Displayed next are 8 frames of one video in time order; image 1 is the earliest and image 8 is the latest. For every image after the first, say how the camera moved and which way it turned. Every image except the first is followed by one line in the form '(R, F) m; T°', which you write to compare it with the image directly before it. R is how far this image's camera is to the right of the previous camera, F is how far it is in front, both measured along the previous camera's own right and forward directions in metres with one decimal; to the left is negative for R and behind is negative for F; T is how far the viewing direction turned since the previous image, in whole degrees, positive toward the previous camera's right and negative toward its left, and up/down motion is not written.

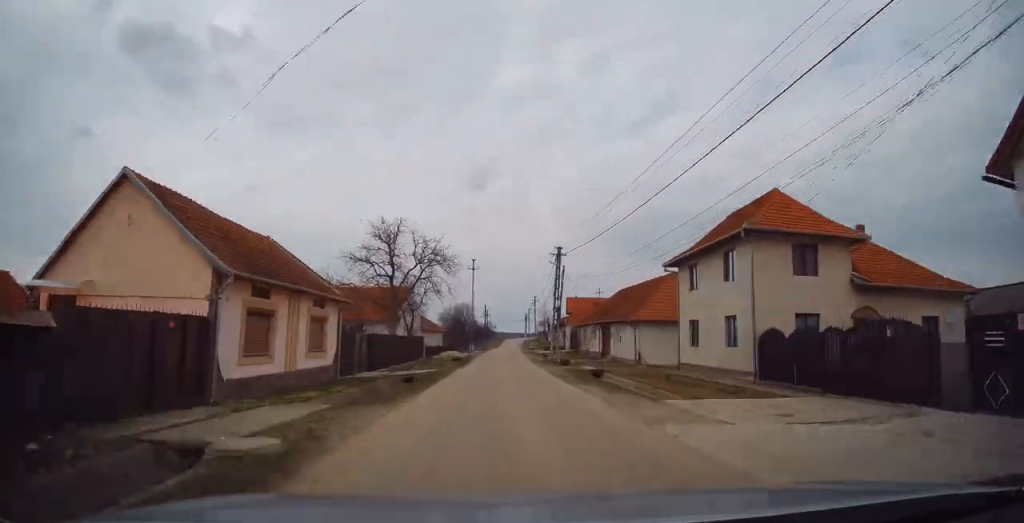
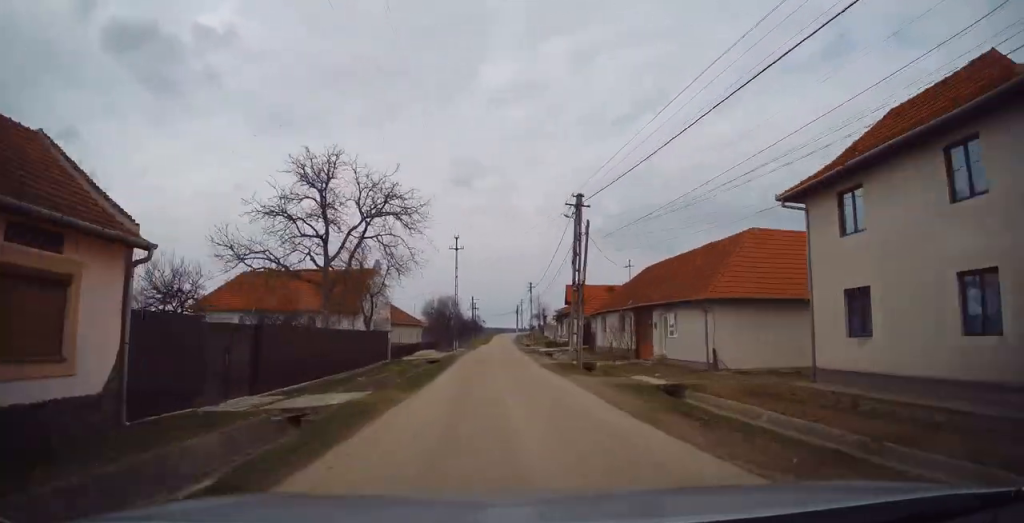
(+0.1, +13.3) m; 0°
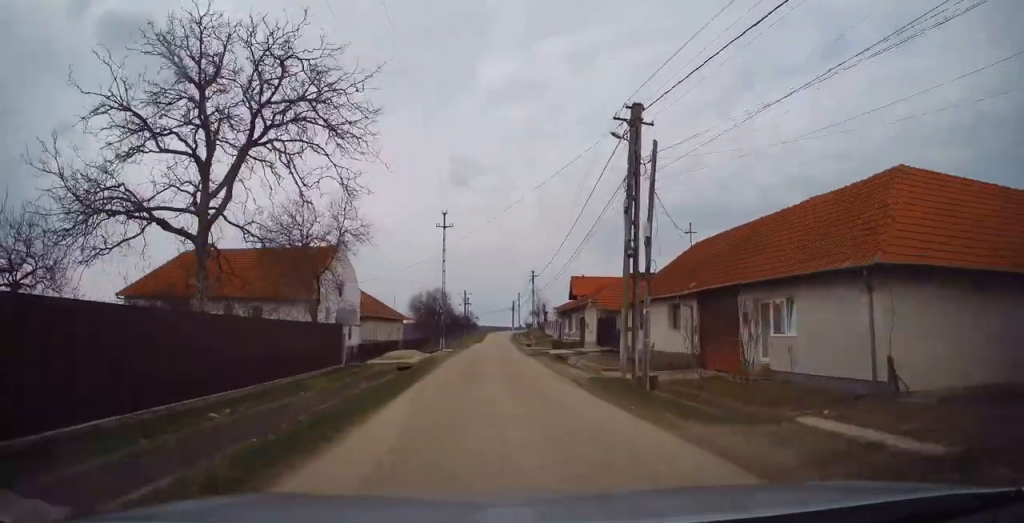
(0.0, +10.7) m; 0°
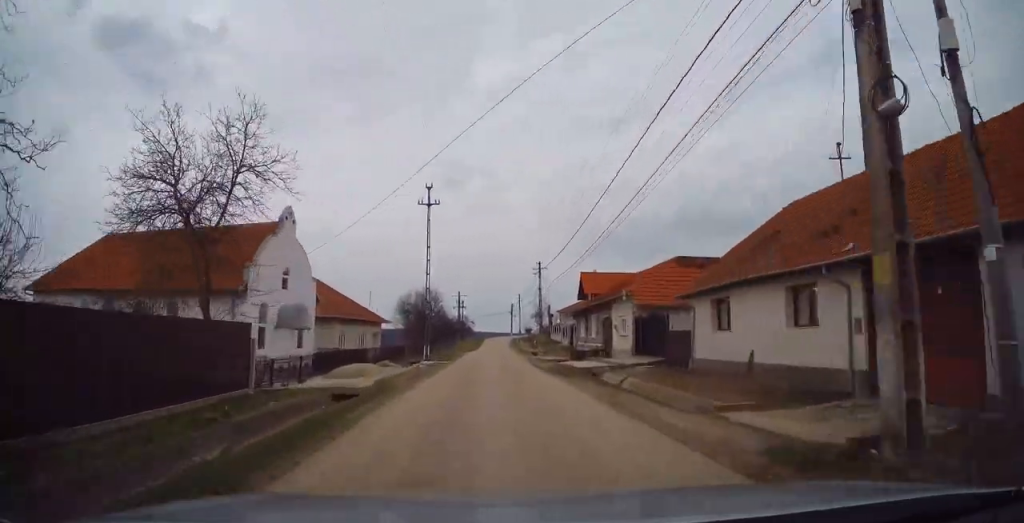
(0.0, +10.6) m; +1°
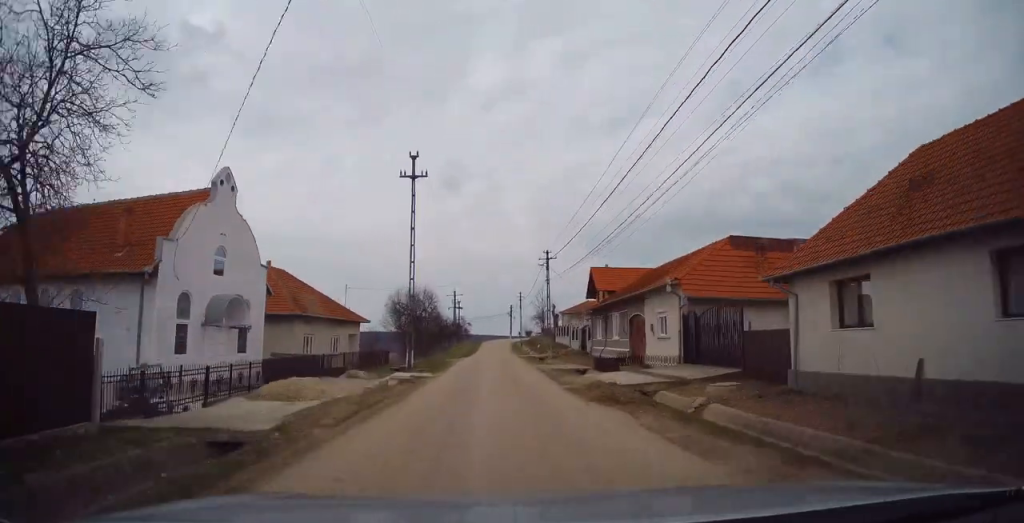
(0.0, +7.4) m; +1°
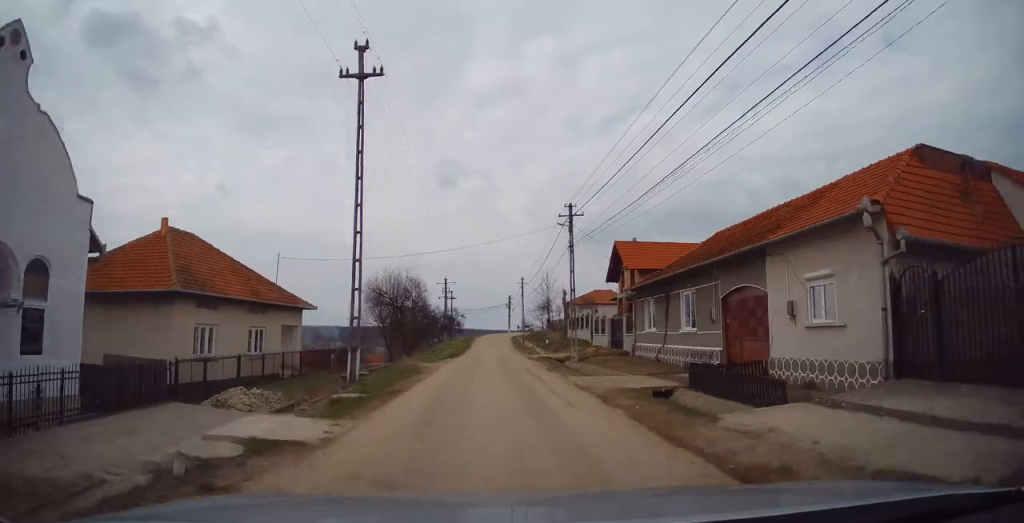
(+0.2, +12.0) m; +1°
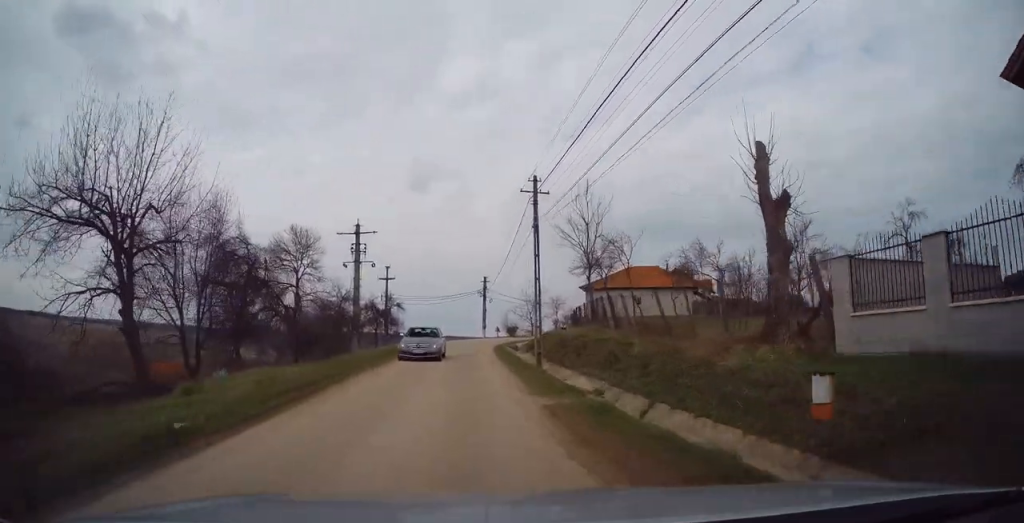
(+1.2, +45.4) m; +2°
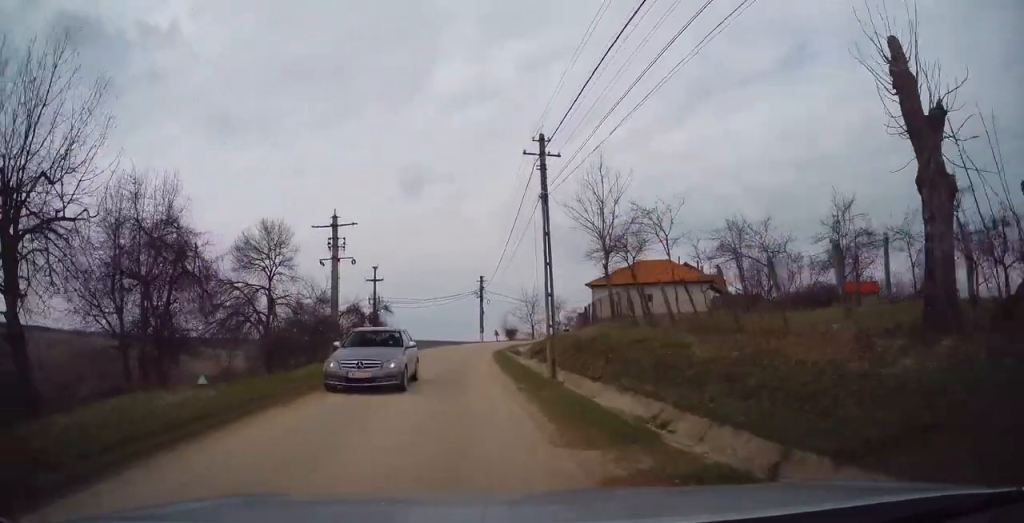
(0.0, +5.6) m; 0°
